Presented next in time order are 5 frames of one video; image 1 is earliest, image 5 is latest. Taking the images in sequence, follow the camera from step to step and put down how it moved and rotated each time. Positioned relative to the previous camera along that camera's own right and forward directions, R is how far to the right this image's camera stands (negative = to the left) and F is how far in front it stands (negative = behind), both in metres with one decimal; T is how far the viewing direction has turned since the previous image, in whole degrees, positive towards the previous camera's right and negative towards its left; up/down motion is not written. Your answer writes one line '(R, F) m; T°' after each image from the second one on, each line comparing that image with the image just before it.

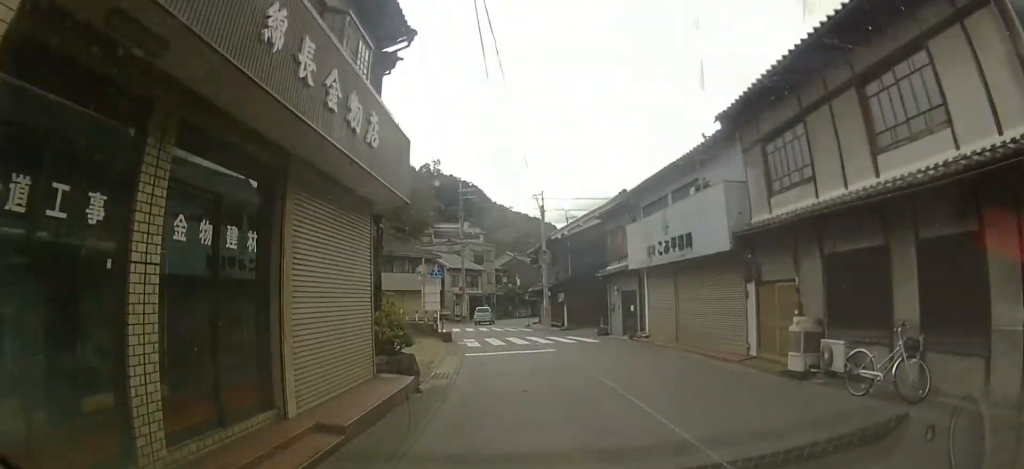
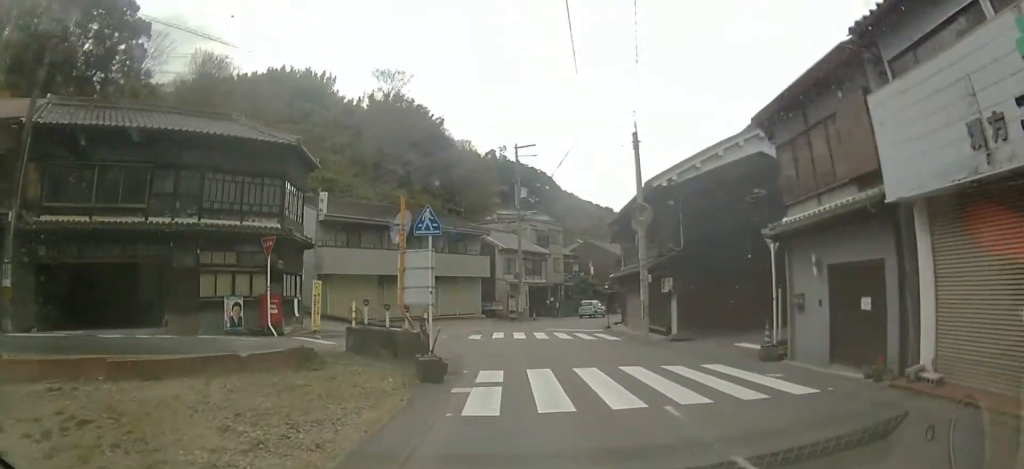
(-1.2, +12.8) m; -11°
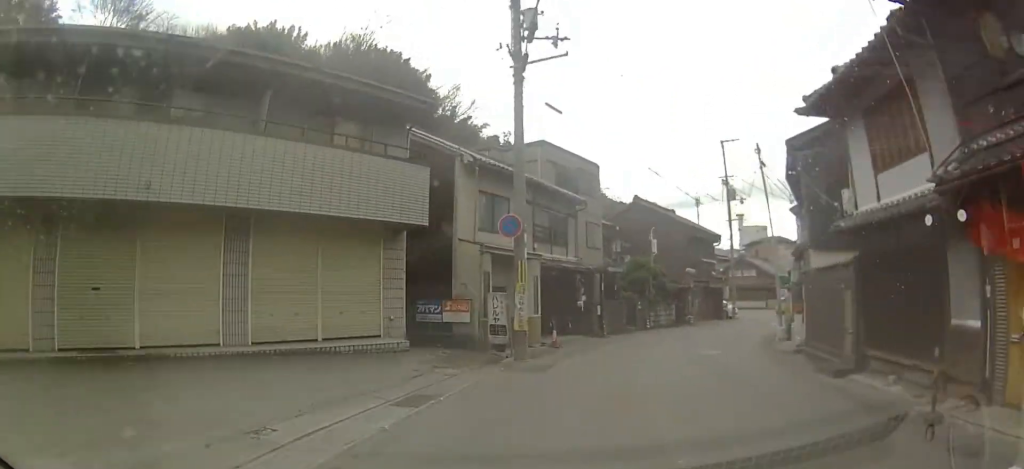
(-2.8, +24.3) m; -12°
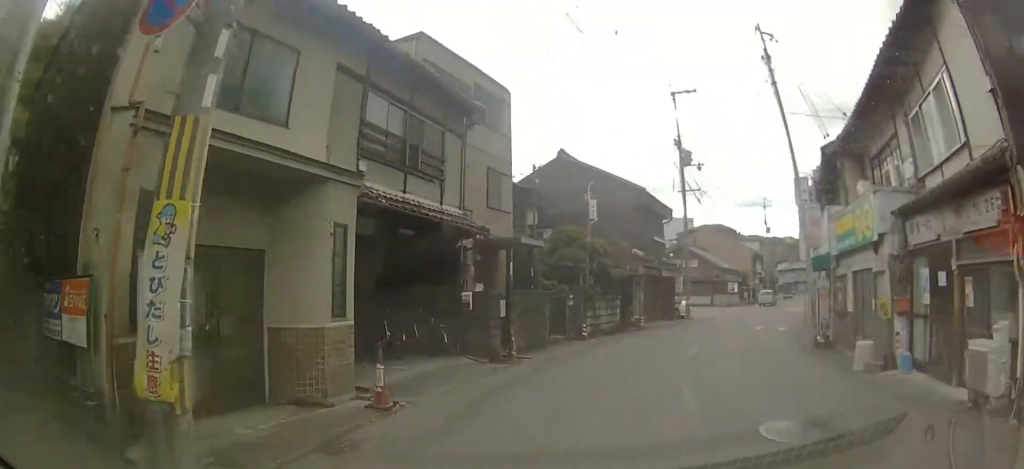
(-0.4, +10.5) m; 0°
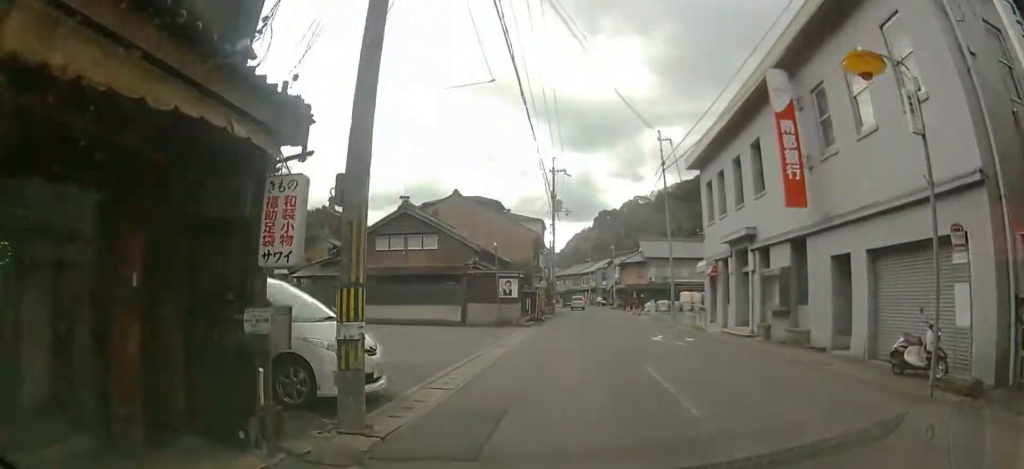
(+4.3, +24.7) m; +25°
